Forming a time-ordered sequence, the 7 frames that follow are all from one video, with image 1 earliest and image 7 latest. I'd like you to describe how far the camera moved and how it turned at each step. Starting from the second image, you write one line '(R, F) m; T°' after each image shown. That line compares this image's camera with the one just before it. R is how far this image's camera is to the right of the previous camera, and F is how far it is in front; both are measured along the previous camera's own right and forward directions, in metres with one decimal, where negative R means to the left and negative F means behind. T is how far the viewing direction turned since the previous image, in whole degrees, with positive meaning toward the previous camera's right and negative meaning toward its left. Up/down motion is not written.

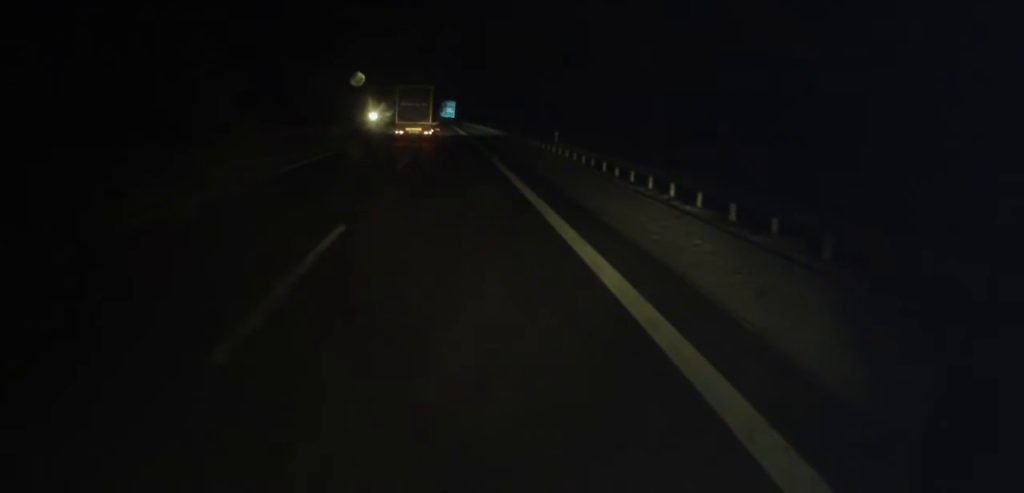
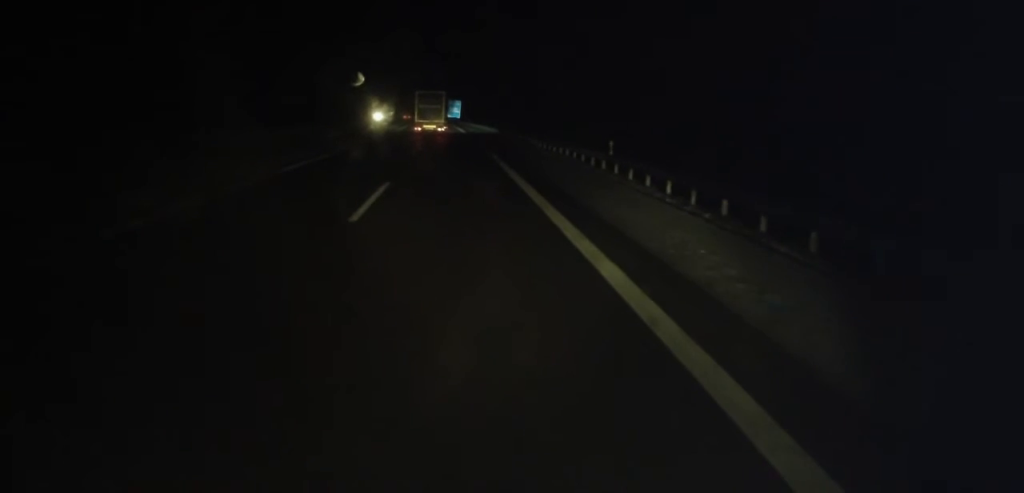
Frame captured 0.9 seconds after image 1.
(-0.3, +11.4) m; 0°
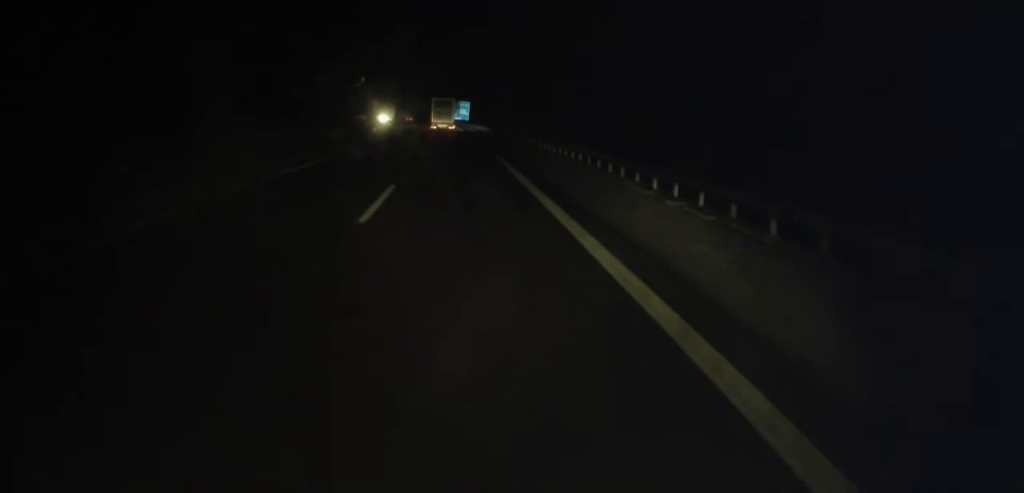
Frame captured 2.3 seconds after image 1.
(+0.2, +18.1) m; -1°
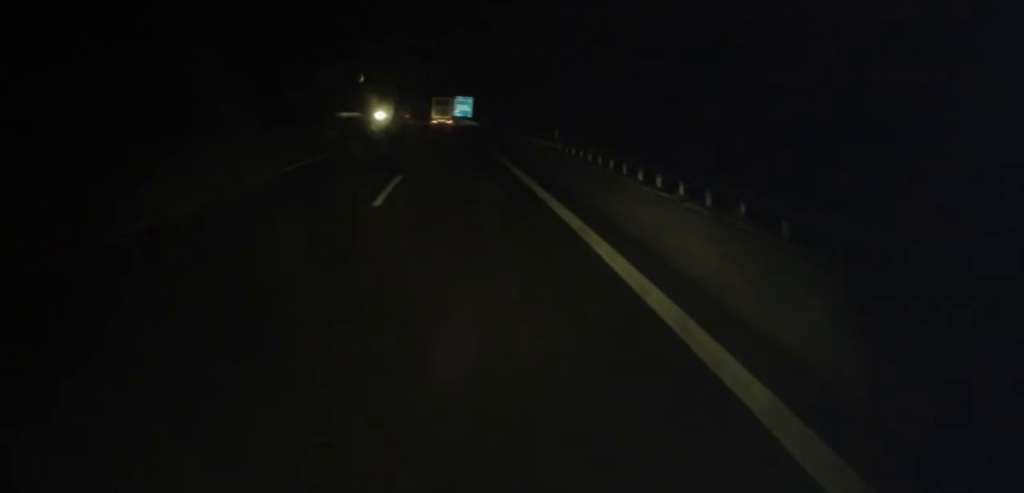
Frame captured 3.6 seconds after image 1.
(-0.2, +16.4) m; 0°
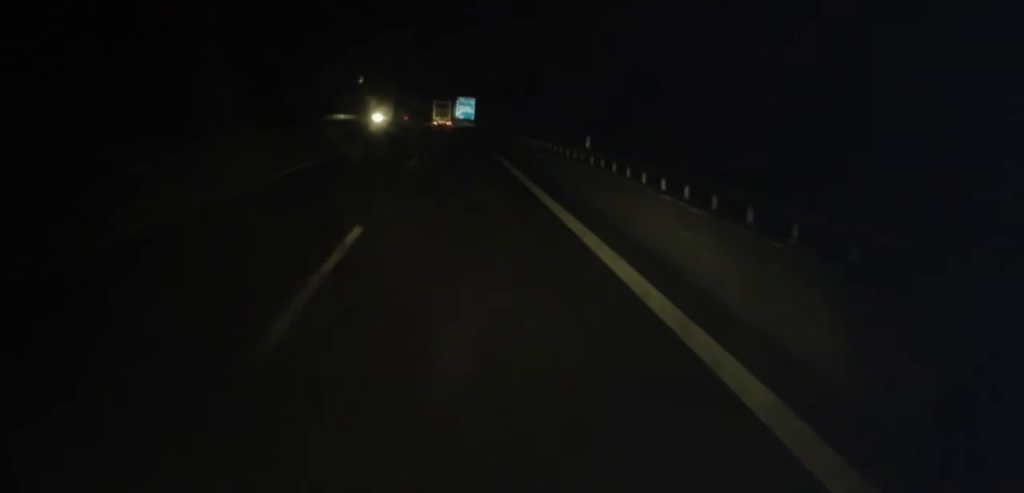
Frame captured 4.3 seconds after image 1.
(+0.1, +8.4) m; 0°
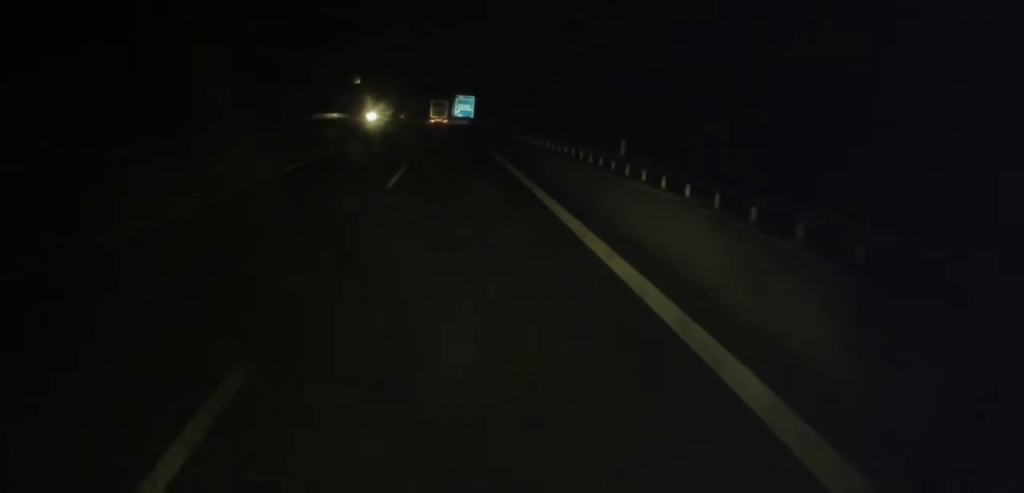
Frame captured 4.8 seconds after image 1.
(+0.2, +6.3) m; 0°
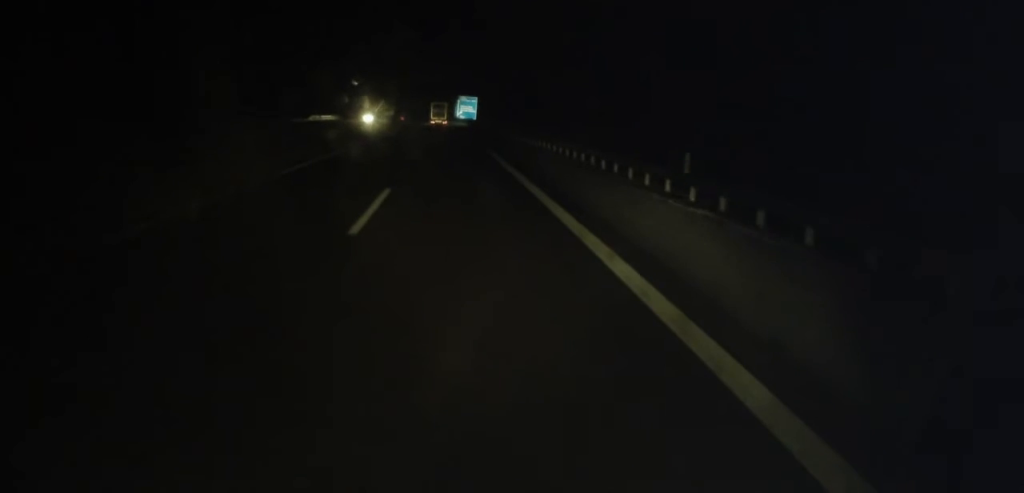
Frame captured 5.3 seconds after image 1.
(-0.1, +6.3) m; 0°
